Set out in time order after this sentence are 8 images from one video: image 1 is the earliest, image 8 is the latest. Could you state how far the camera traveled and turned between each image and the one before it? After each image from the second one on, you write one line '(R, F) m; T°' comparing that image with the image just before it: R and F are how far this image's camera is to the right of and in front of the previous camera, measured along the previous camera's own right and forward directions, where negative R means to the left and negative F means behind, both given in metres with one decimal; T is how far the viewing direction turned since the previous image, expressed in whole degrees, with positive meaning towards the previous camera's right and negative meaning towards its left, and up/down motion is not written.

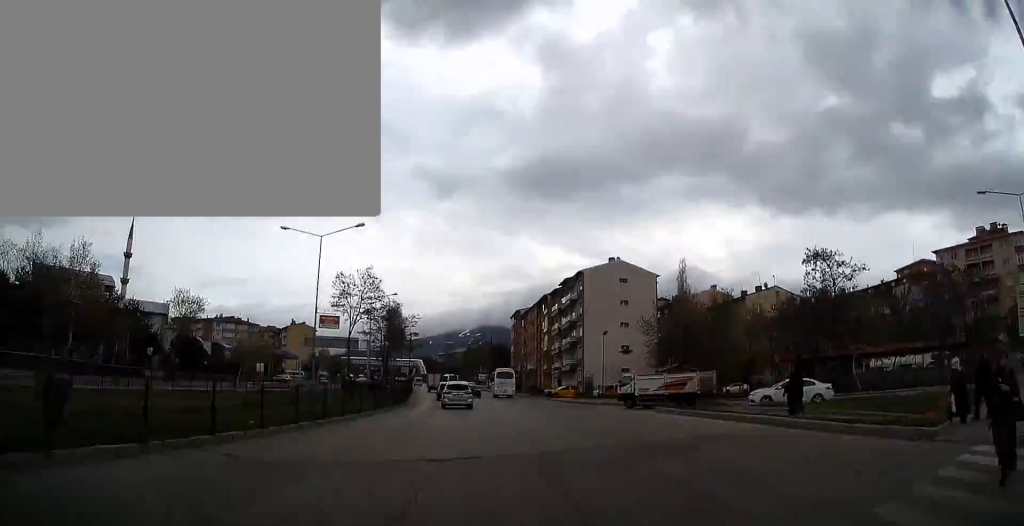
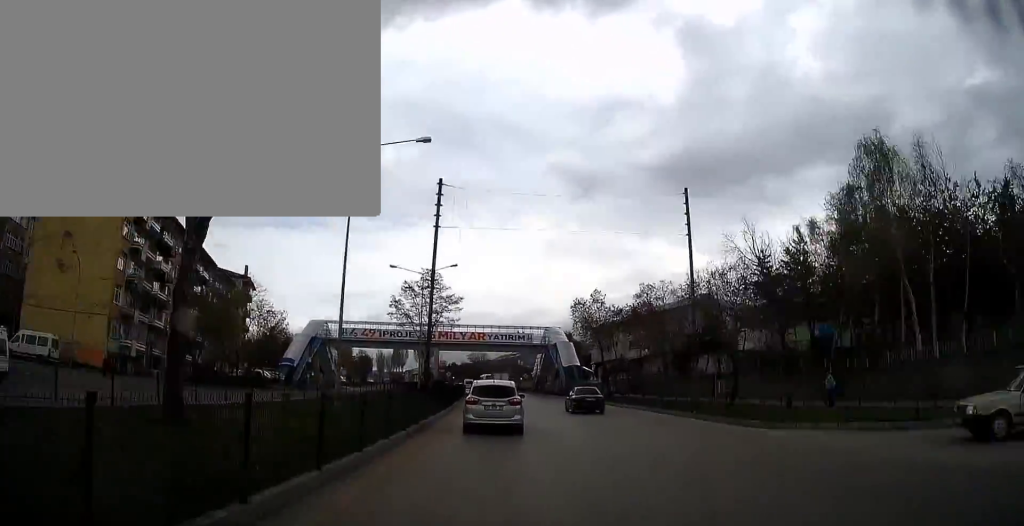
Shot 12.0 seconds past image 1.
(-17.3, +166.8) m; -10°
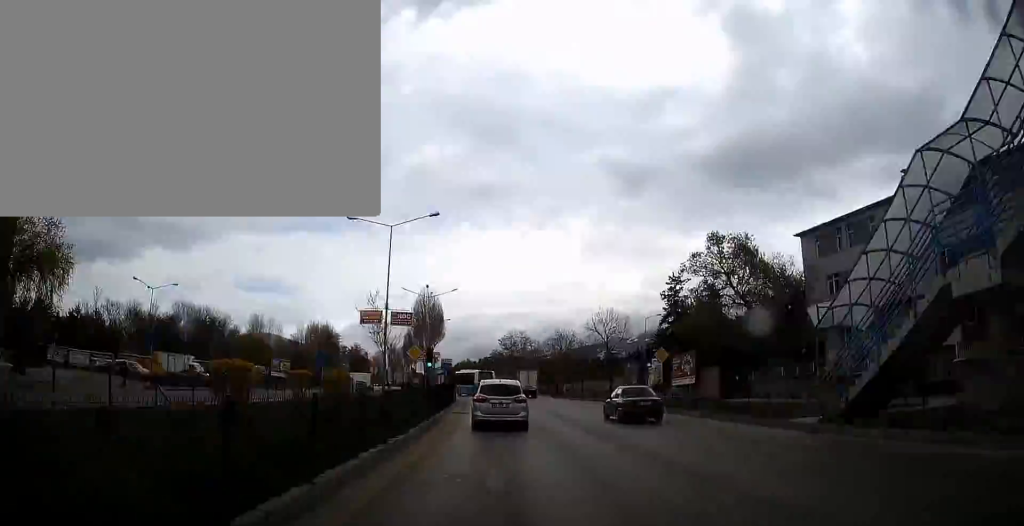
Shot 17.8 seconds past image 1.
(-3.0, +82.3) m; -5°
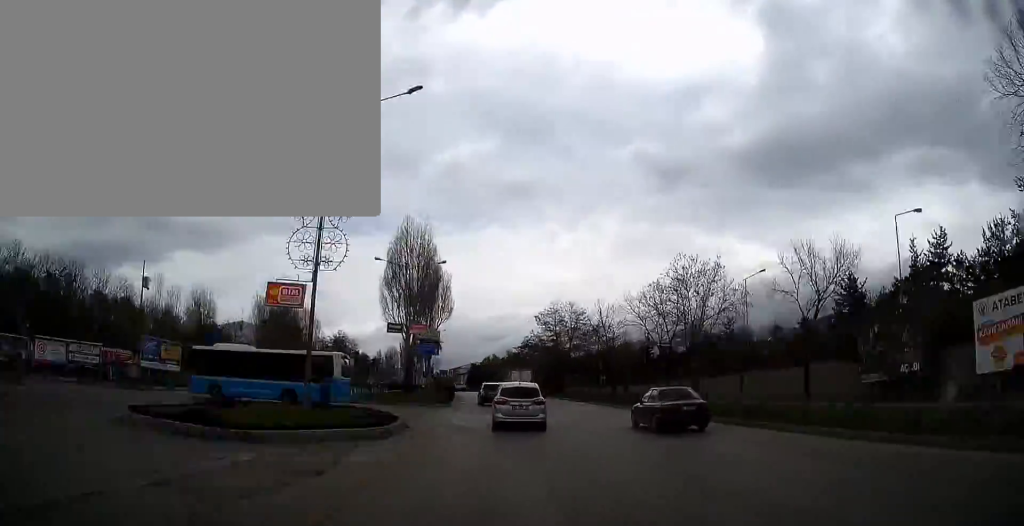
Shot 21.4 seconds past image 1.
(-1.9, +53.3) m; -3°
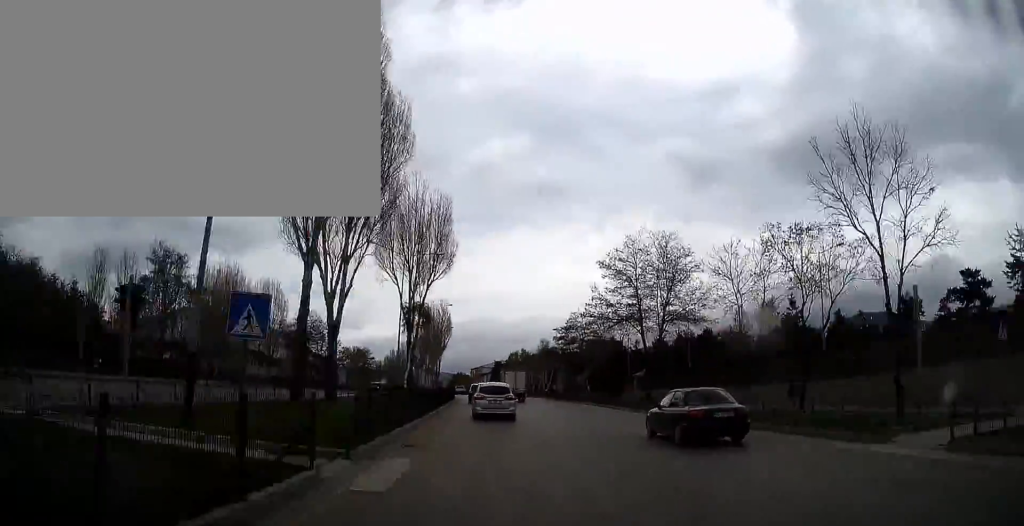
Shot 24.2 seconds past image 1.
(-0.3, +42.1) m; -2°
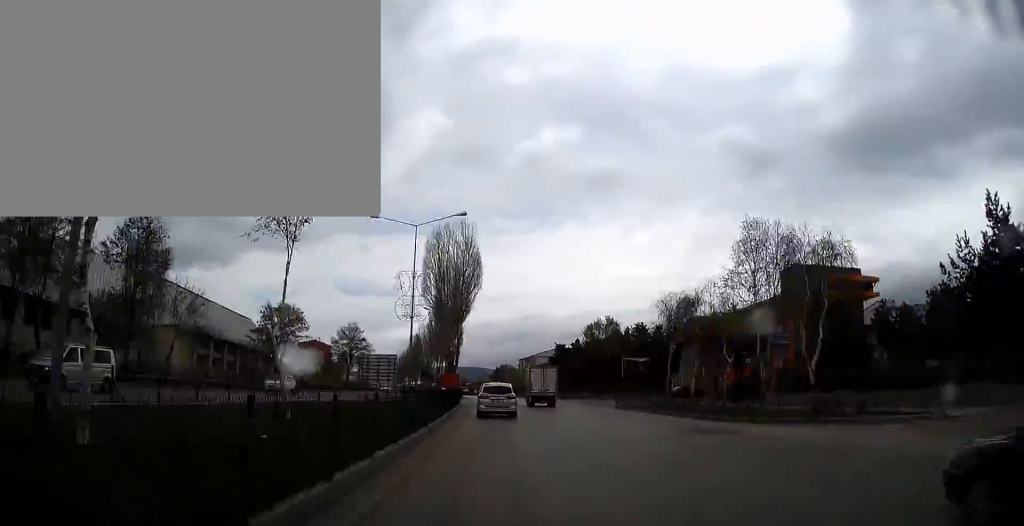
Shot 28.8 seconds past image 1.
(-2.9, +72.6) m; -4°
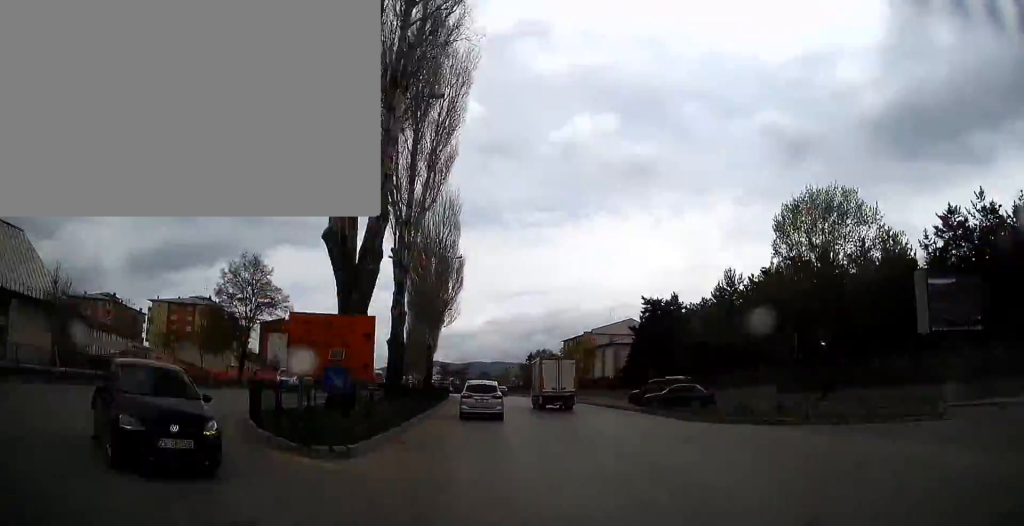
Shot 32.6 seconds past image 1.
(-1.8, +60.8) m; -4°
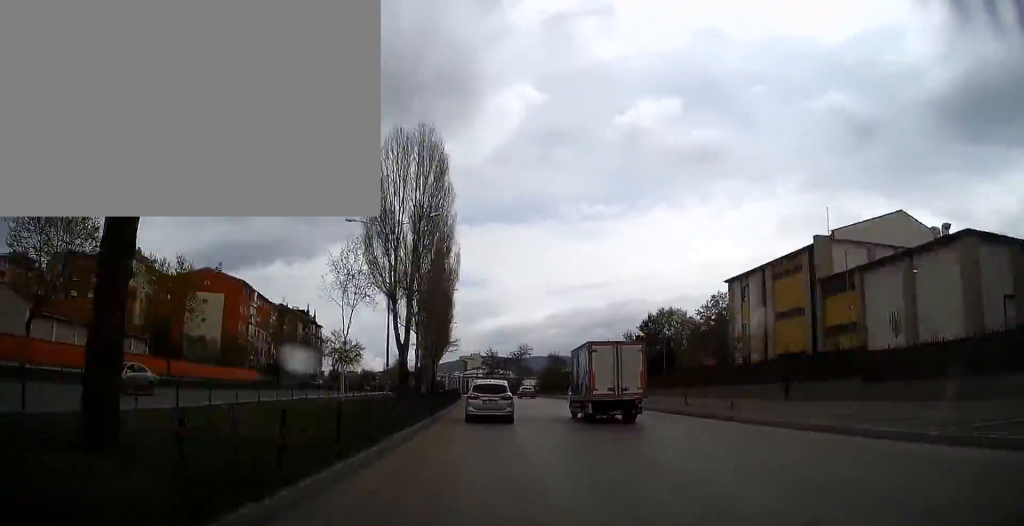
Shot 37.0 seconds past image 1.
(-2.1, +70.8) m; -4°
